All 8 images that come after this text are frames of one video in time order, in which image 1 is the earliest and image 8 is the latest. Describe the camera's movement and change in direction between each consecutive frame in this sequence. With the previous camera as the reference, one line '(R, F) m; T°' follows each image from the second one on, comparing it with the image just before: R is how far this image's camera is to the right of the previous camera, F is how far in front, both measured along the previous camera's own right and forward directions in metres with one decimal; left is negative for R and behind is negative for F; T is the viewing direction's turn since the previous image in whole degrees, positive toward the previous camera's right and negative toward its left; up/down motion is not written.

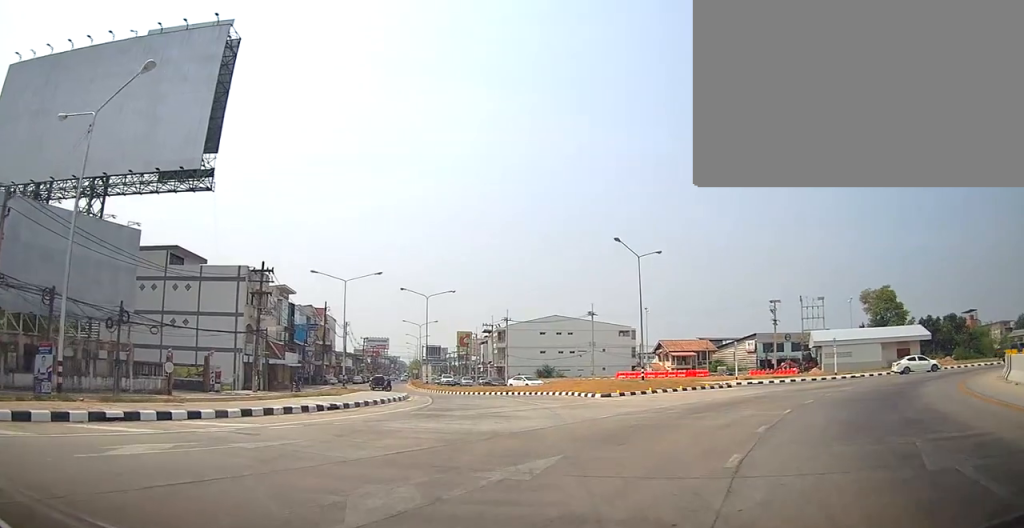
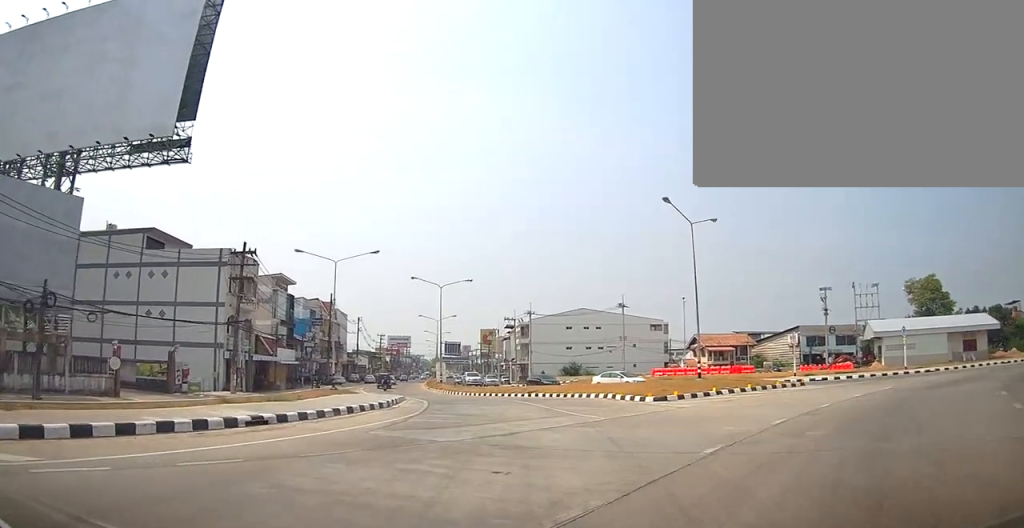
(+0.7, +7.8) m; +1°
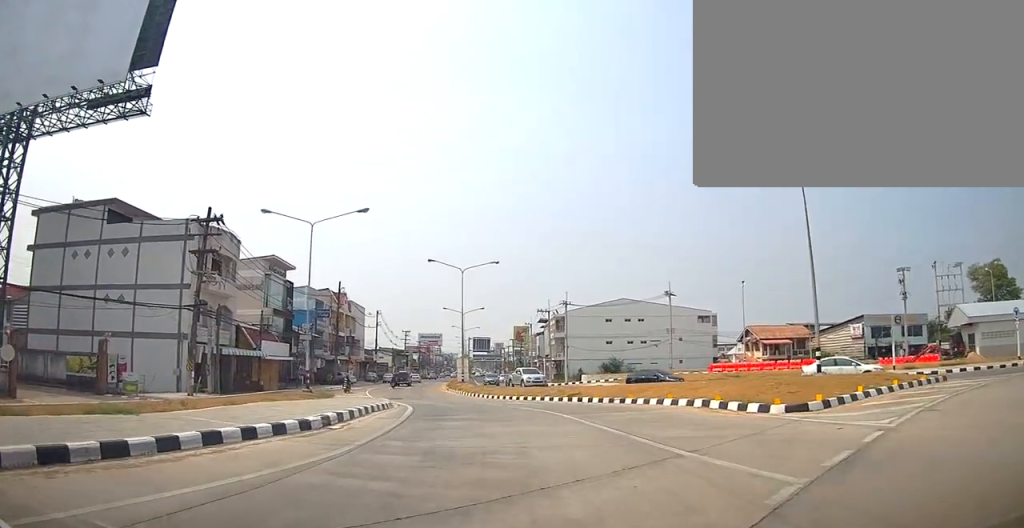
(-0.7, +10.0) m; -5°
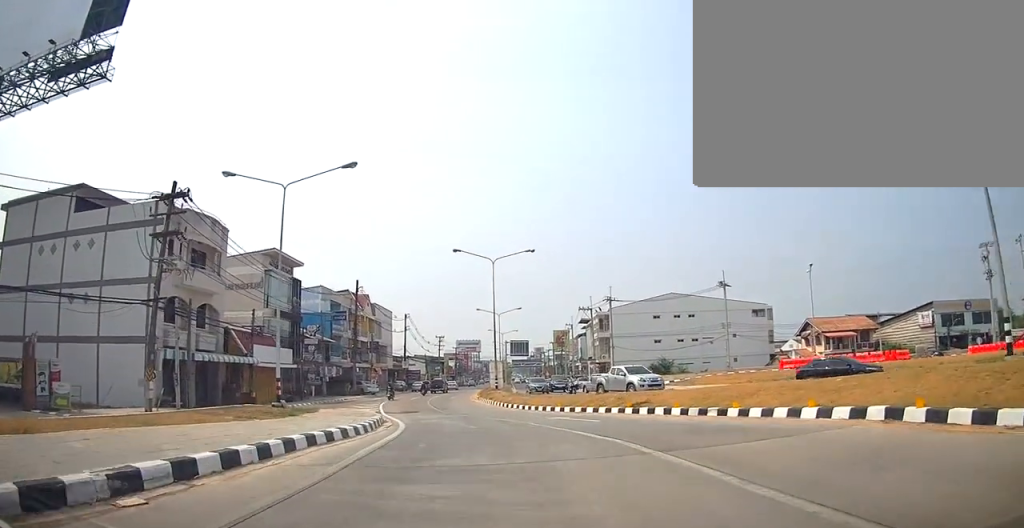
(0.0, +8.0) m; -6°
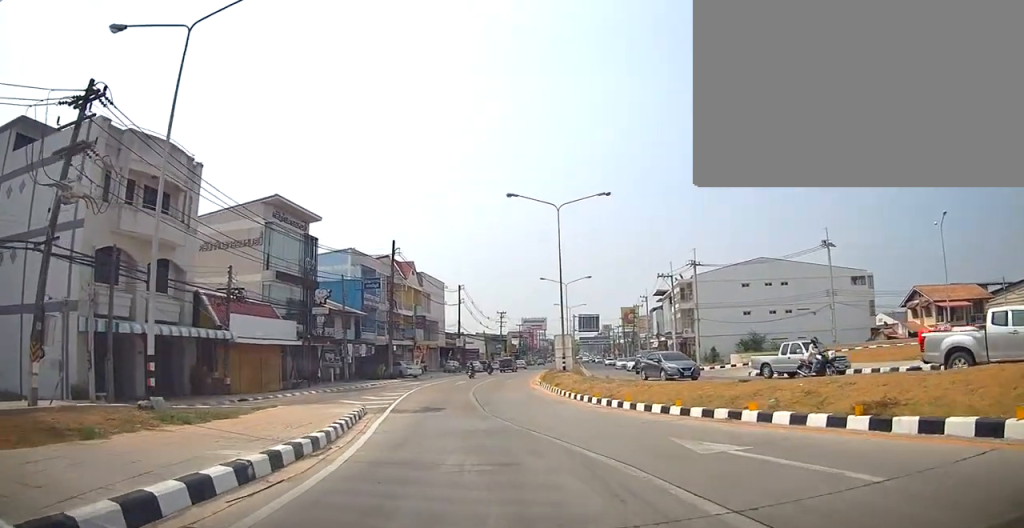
(-0.9, +11.5) m; -2°
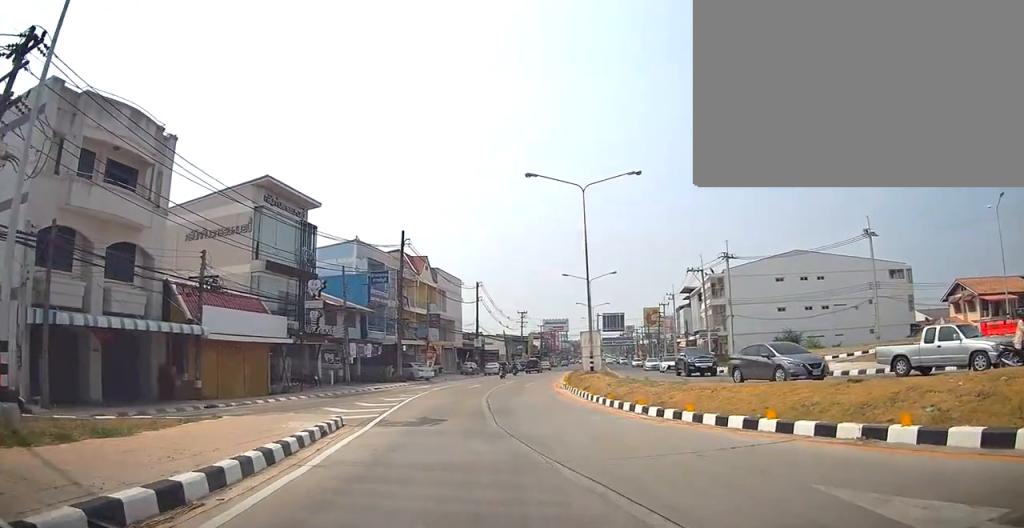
(+0.4, +4.4) m; 0°
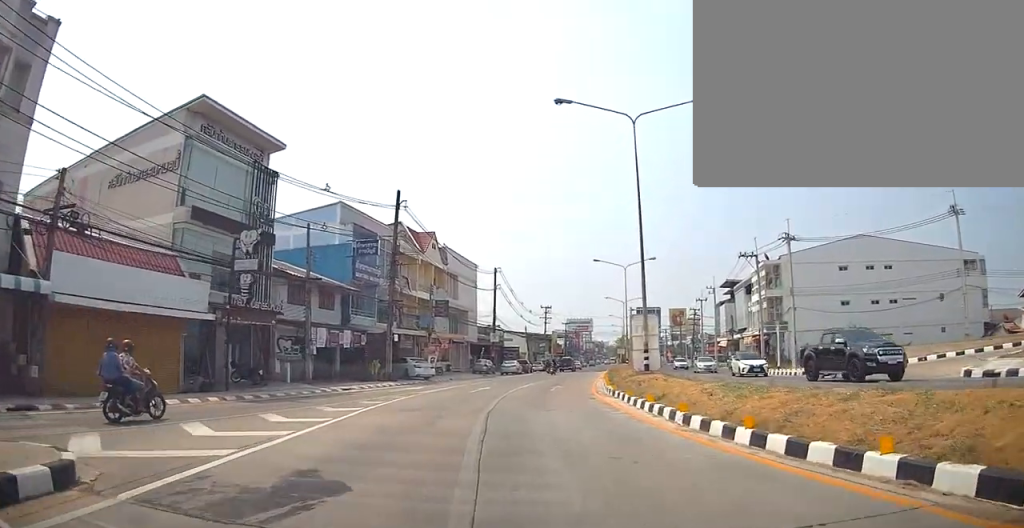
(-0.4, +9.9) m; -4°
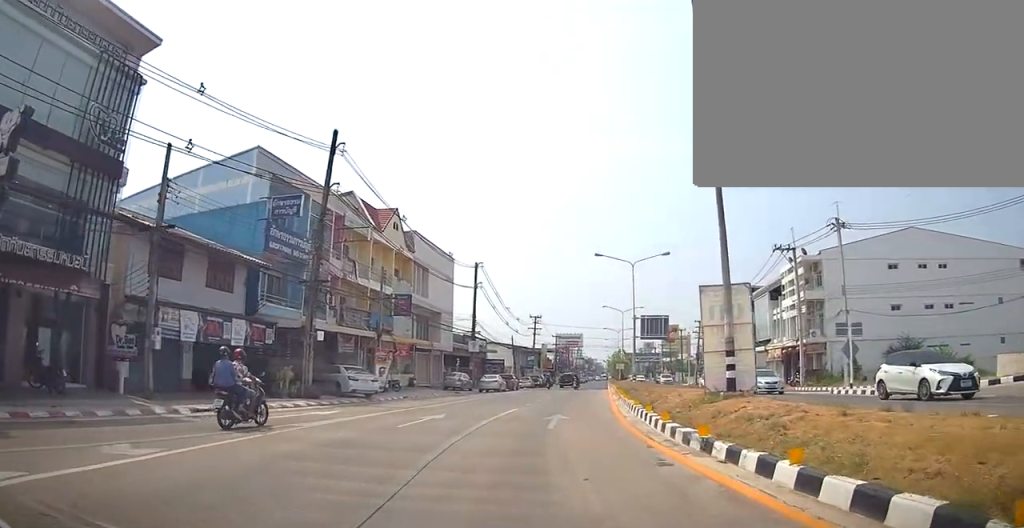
(0.0, +11.3) m; 0°
